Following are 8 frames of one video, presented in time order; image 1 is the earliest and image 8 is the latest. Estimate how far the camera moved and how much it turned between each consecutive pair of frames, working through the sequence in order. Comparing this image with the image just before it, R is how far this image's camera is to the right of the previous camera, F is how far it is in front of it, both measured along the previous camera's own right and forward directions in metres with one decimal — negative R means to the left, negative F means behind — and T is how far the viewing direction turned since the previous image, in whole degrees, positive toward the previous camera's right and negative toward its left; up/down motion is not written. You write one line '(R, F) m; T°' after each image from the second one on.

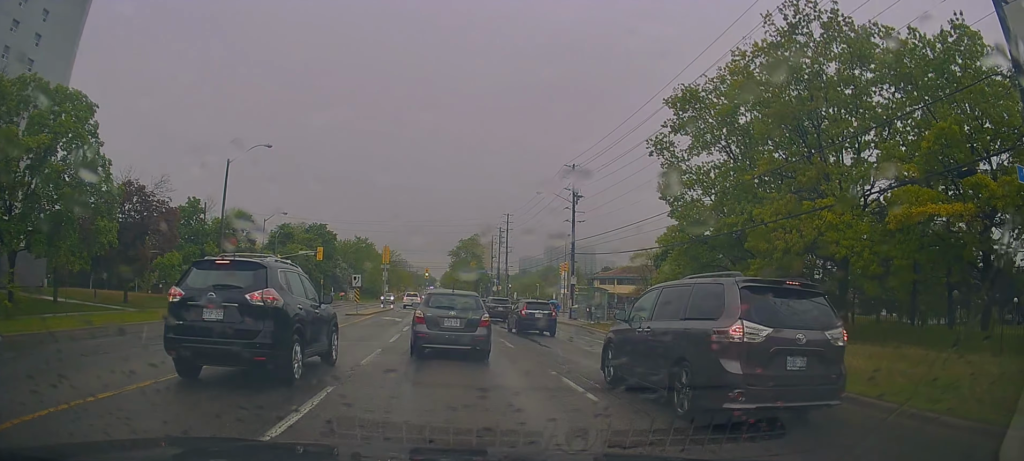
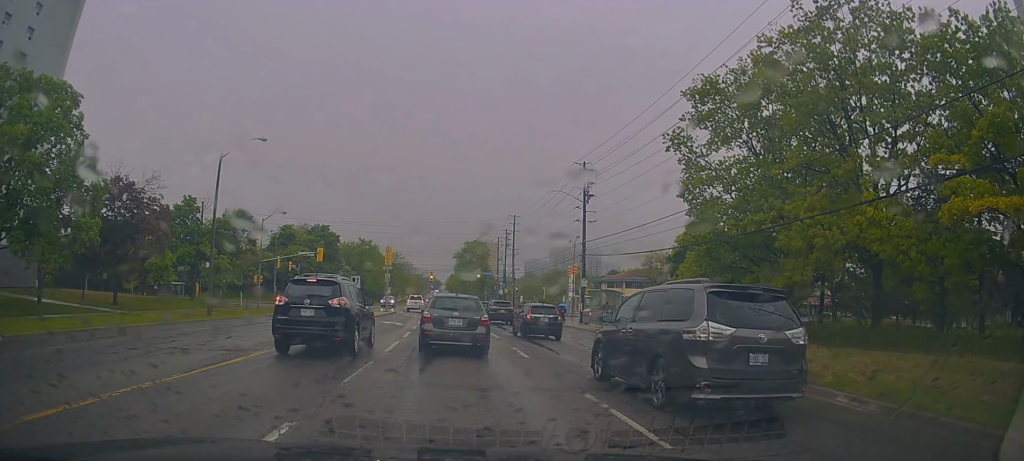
(+0.3, +2.2) m; -1°
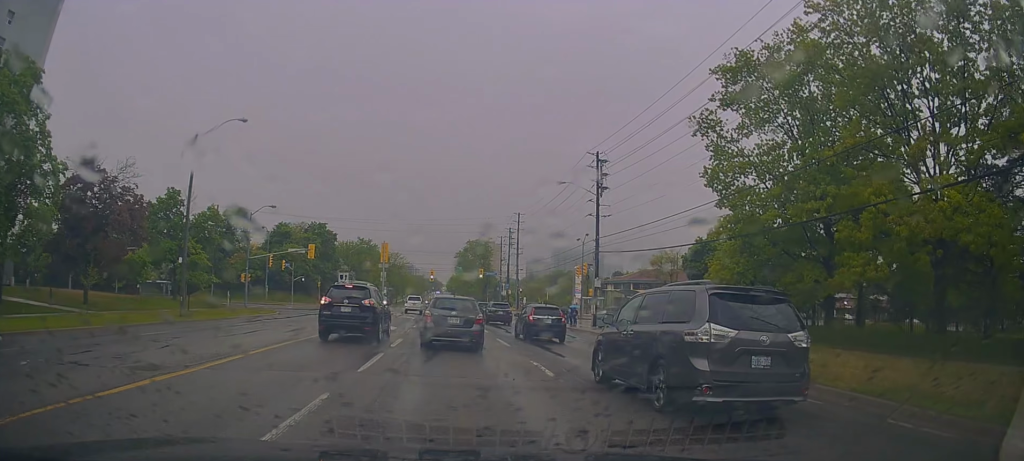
(-0.1, +3.9) m; -5°
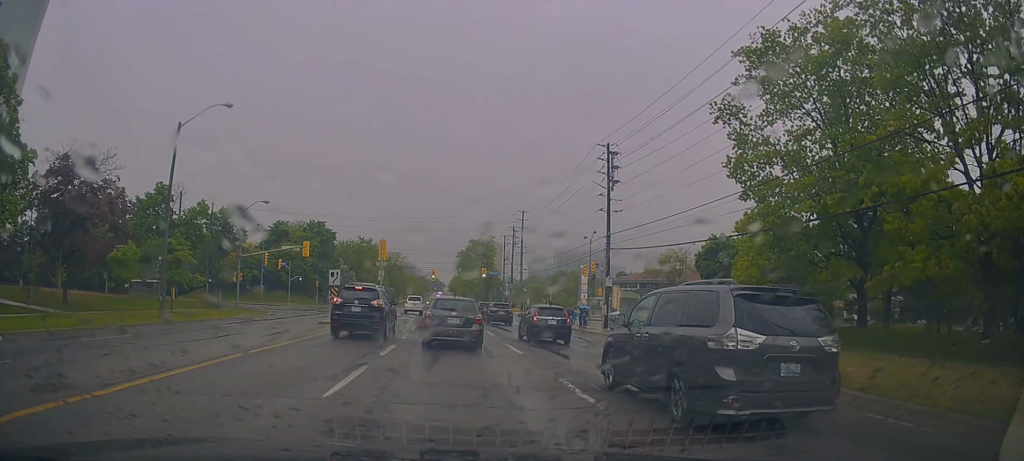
(-0.2, +2.5) m; -3°
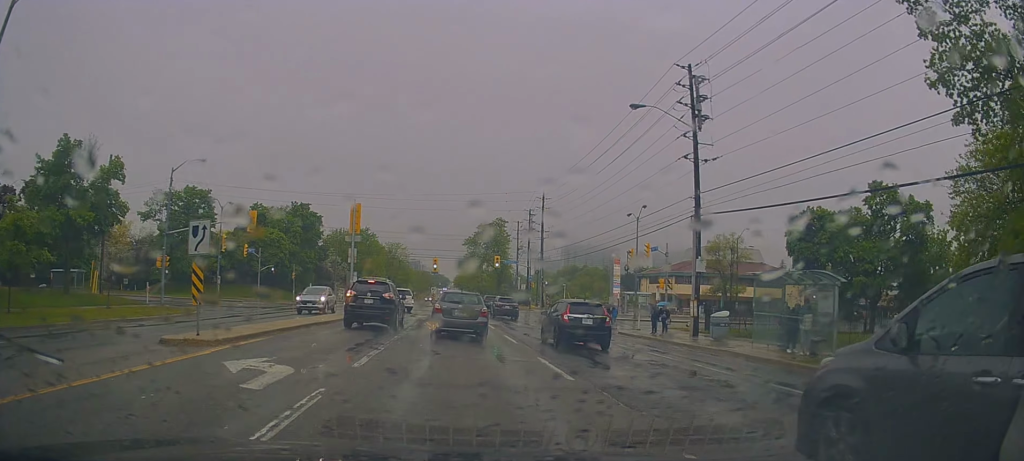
(+0.8, +14.9) m; +4°
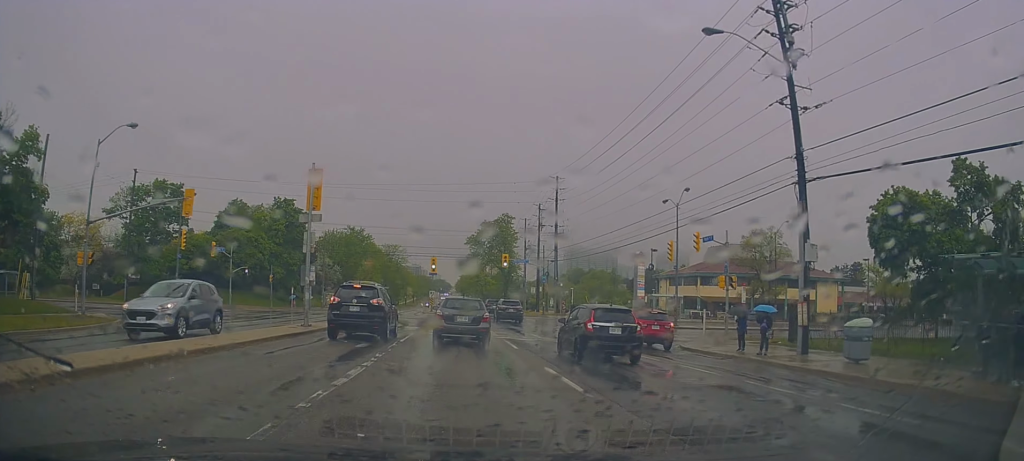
(-0.1, +9.4) m; -3°
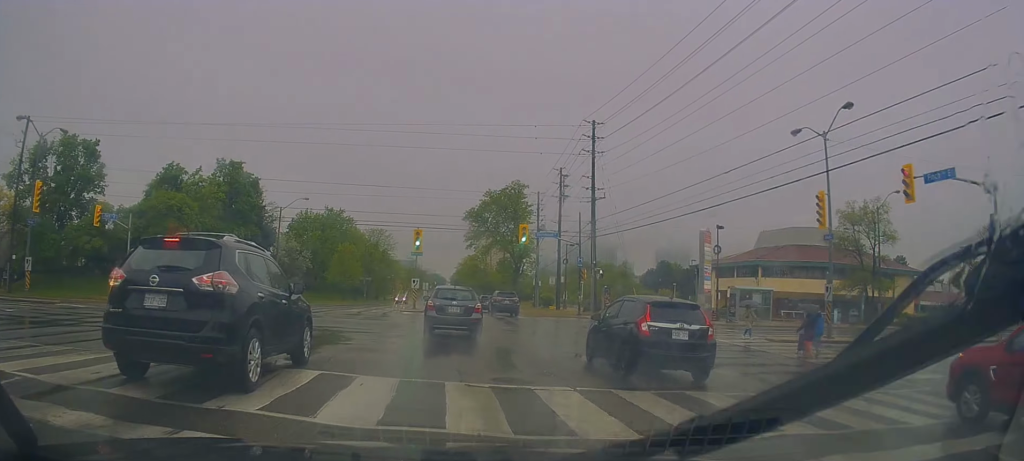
(-0.2, +19.4) m; +2°
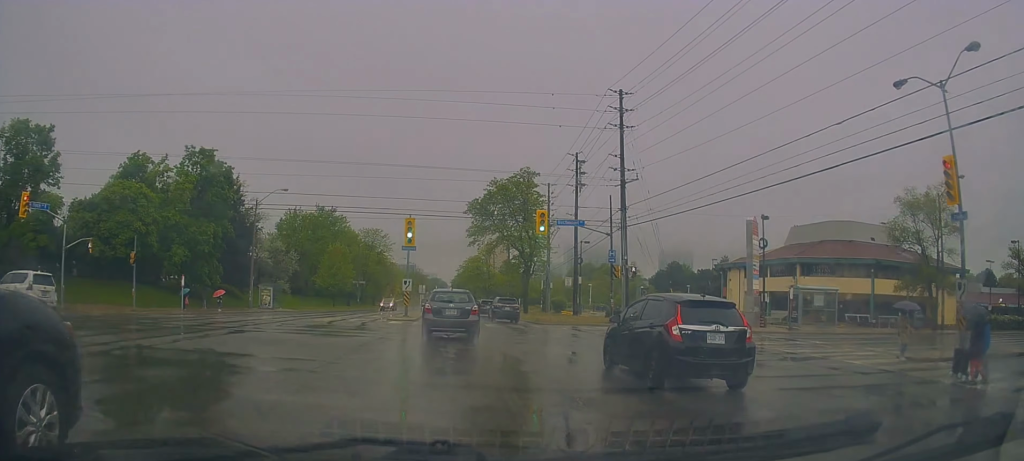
(+0.3, +8.3) m; +2°
